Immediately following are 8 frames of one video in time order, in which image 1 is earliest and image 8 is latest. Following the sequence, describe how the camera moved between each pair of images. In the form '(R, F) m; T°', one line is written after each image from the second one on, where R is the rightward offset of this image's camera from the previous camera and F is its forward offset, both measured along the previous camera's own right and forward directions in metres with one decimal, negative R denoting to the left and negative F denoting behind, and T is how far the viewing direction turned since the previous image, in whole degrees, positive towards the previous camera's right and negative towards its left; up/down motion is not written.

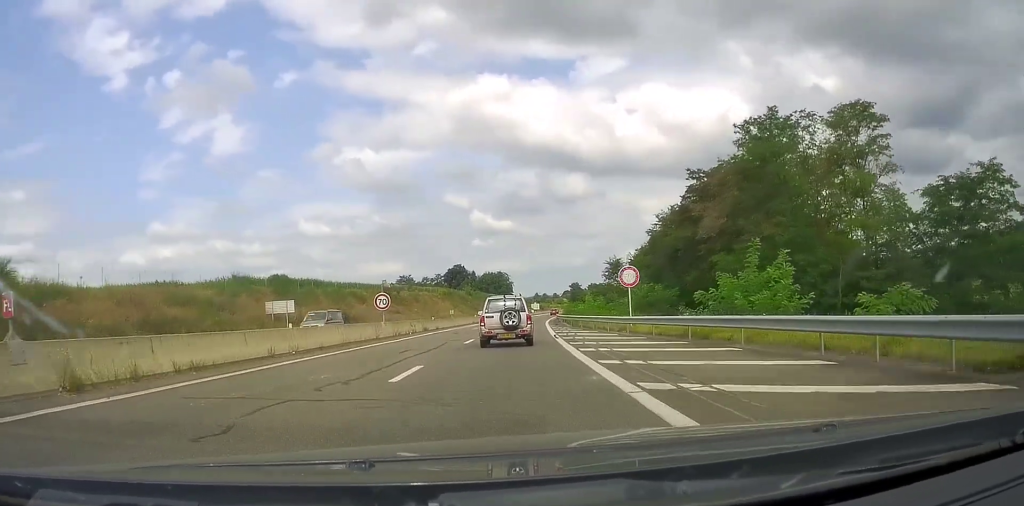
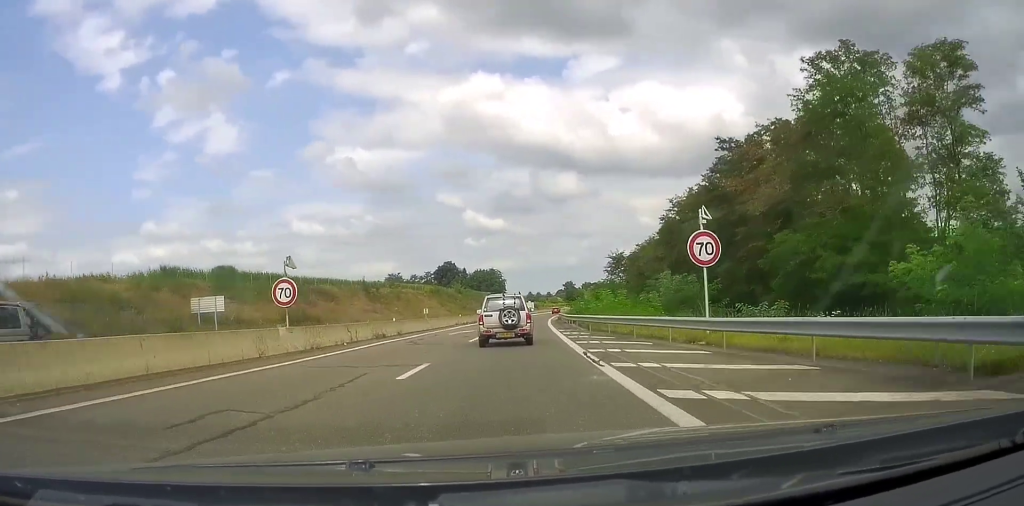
(+0.3, +12.9) m; +1°
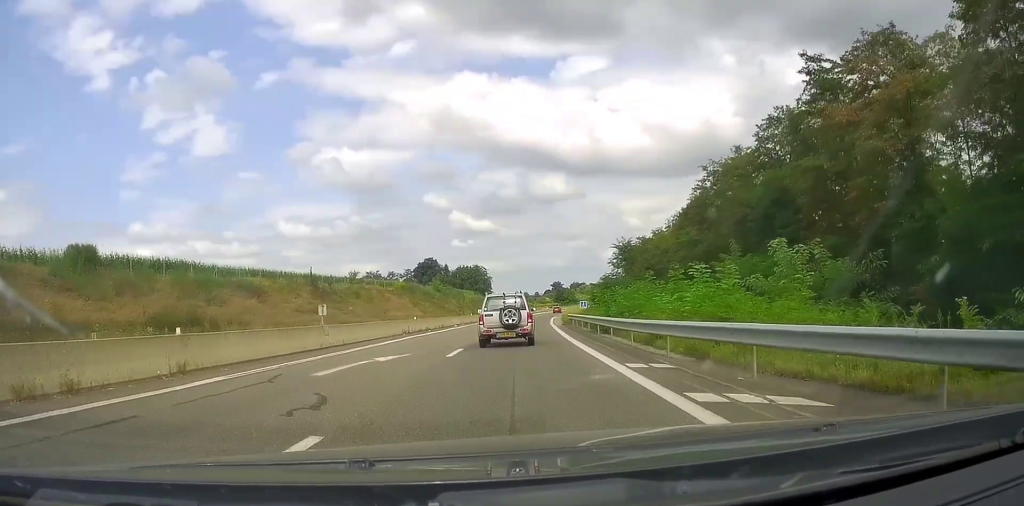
(+0.3, +21.0) m; +1°
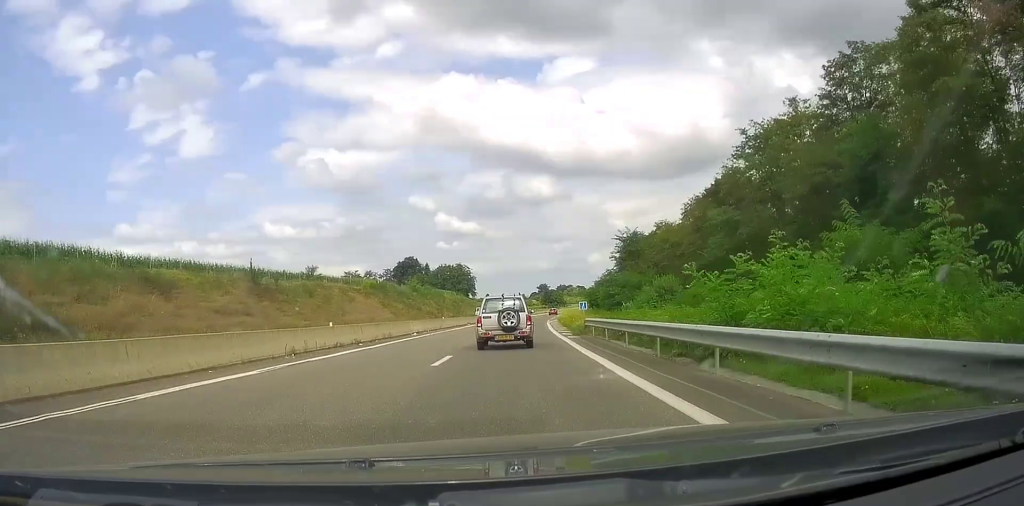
(0.0, +14.8) m; +1°
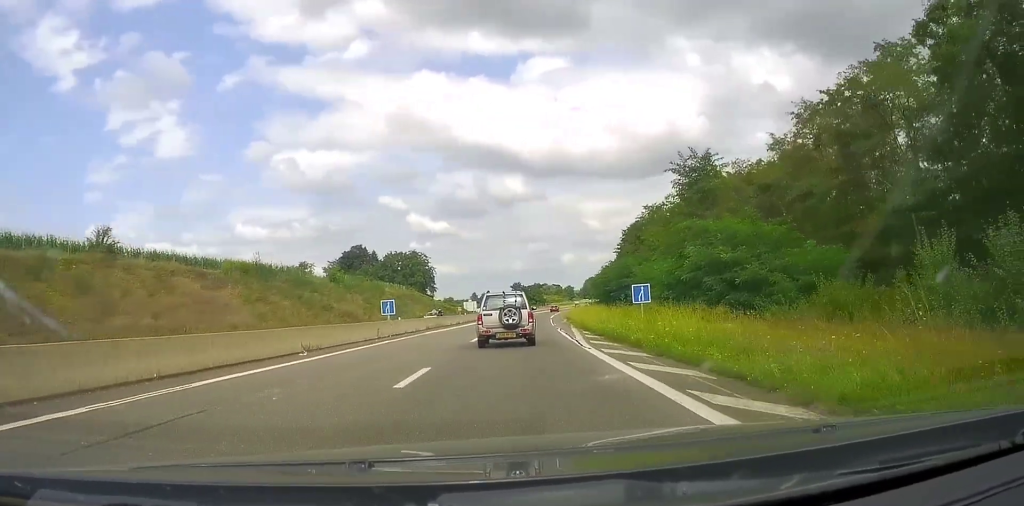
(+1.1, +40.3) m; +3°
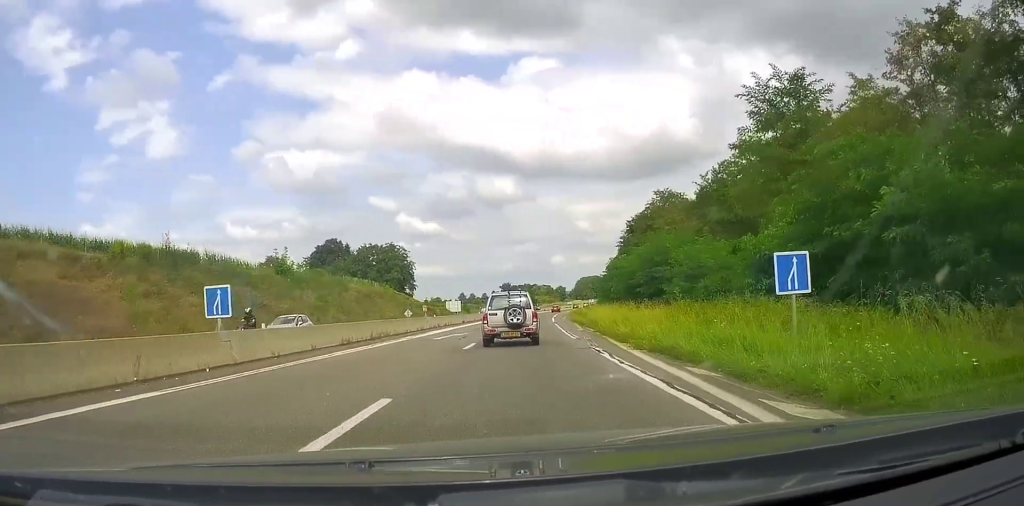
(+0.1, +17.4) m; +1°
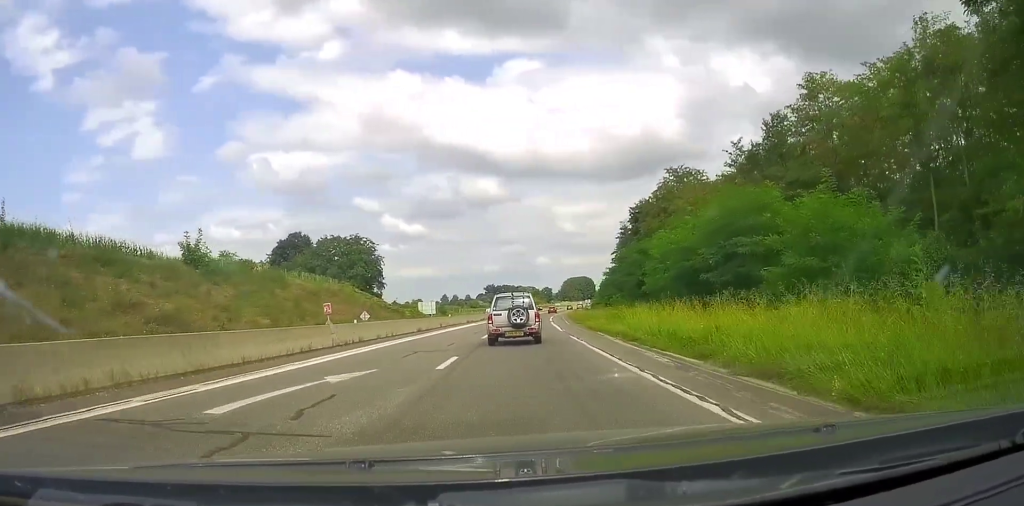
(+0.1, +20.6) m; +1°
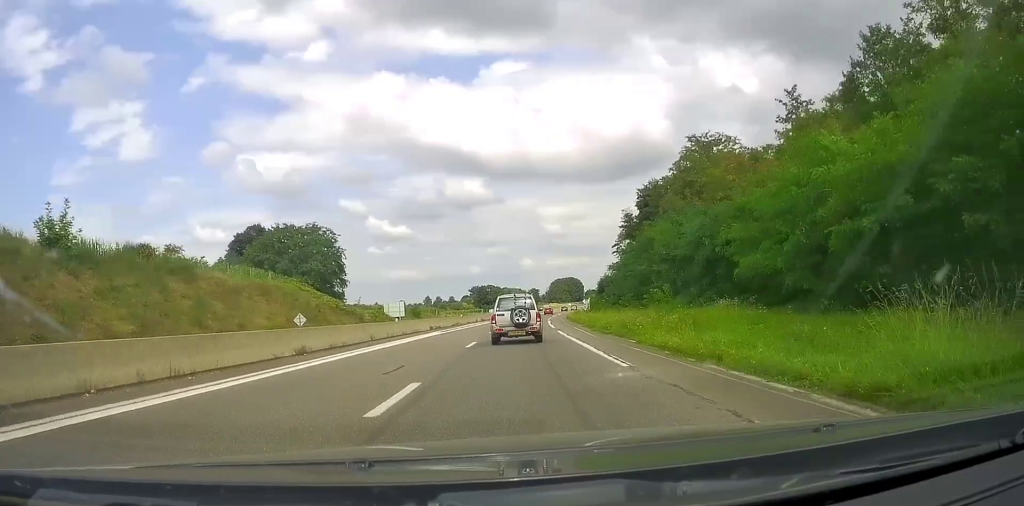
(+0.3, +19.3) m; +1°
